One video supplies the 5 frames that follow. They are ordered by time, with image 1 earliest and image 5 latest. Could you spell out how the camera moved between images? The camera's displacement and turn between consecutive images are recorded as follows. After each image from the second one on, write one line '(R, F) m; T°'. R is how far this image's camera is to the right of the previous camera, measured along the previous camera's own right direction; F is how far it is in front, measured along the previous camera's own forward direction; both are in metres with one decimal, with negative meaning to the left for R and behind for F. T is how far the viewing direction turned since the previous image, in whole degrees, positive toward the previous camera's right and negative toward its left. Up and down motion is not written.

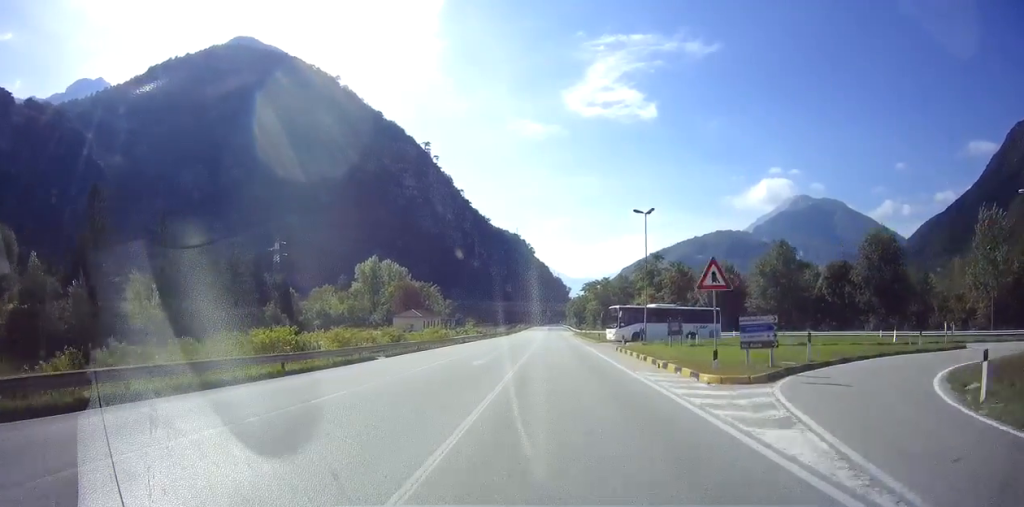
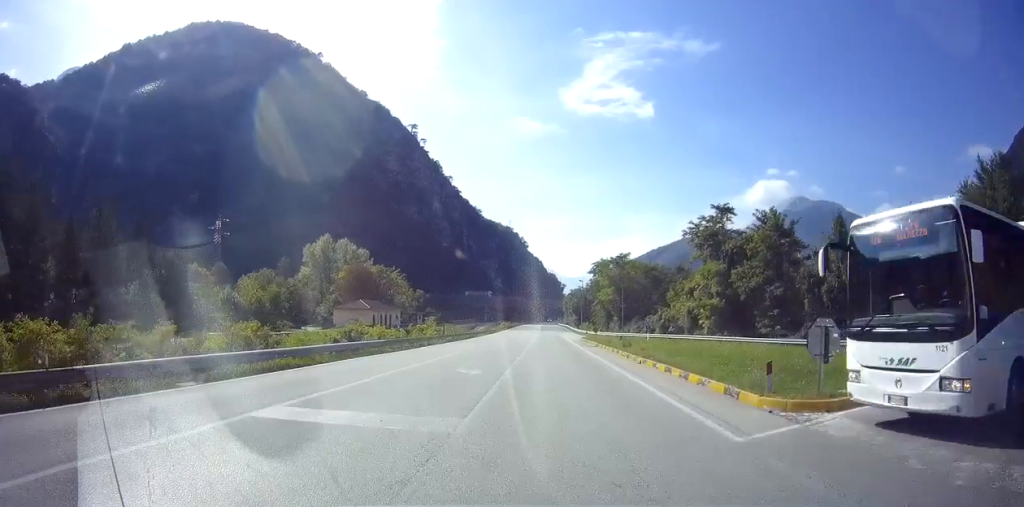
(-0.4, +39.6) m; 0°
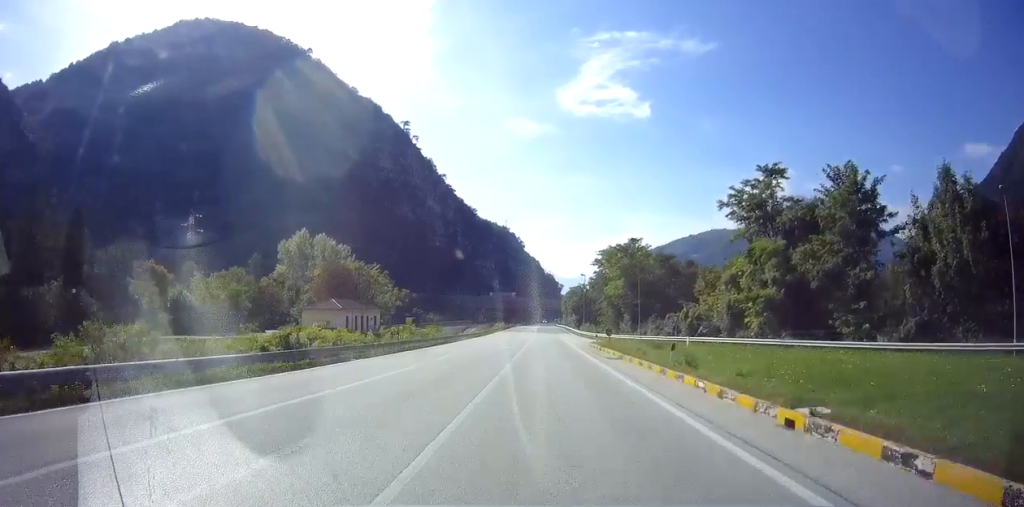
(+0.2, +15.1) m; +1°
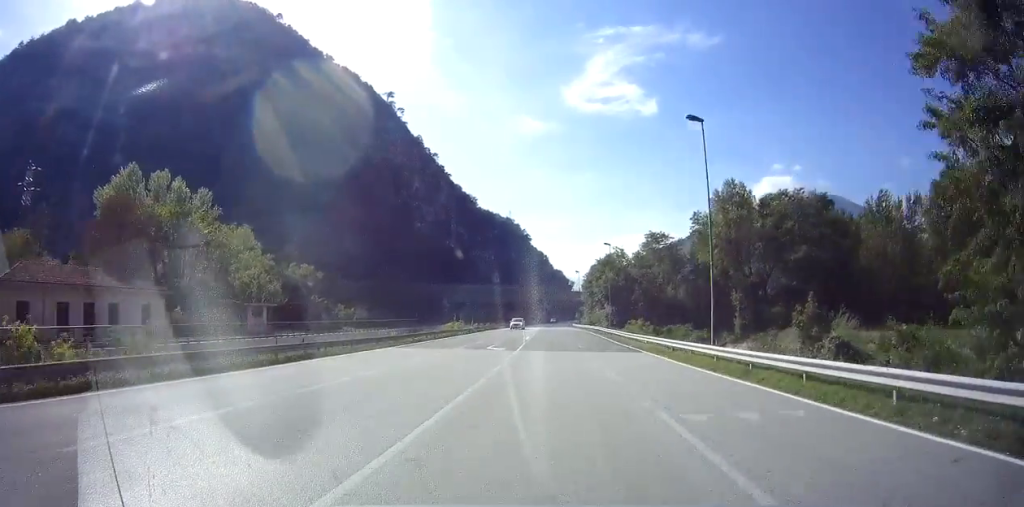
(-0.2, +72.8) m; -1°
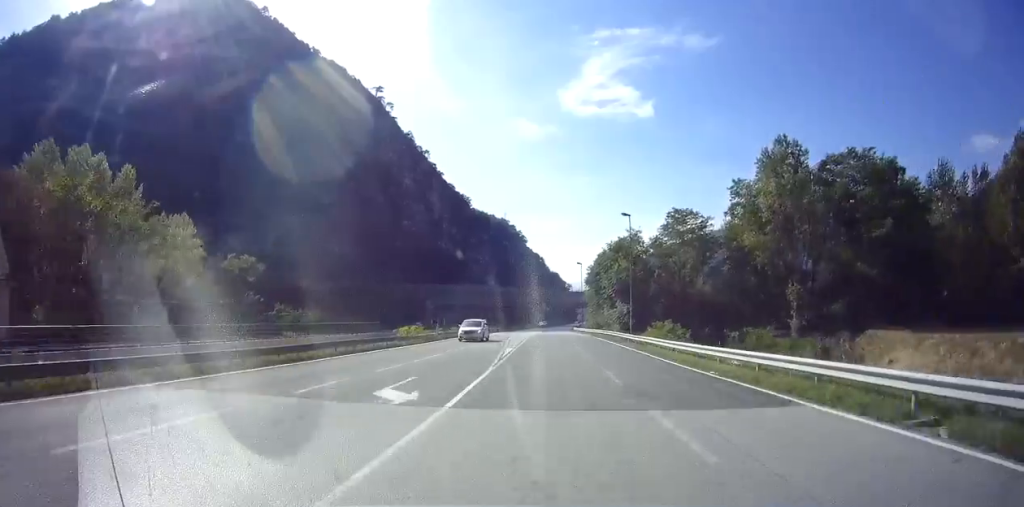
(0.0, +18.6) m; 0°
